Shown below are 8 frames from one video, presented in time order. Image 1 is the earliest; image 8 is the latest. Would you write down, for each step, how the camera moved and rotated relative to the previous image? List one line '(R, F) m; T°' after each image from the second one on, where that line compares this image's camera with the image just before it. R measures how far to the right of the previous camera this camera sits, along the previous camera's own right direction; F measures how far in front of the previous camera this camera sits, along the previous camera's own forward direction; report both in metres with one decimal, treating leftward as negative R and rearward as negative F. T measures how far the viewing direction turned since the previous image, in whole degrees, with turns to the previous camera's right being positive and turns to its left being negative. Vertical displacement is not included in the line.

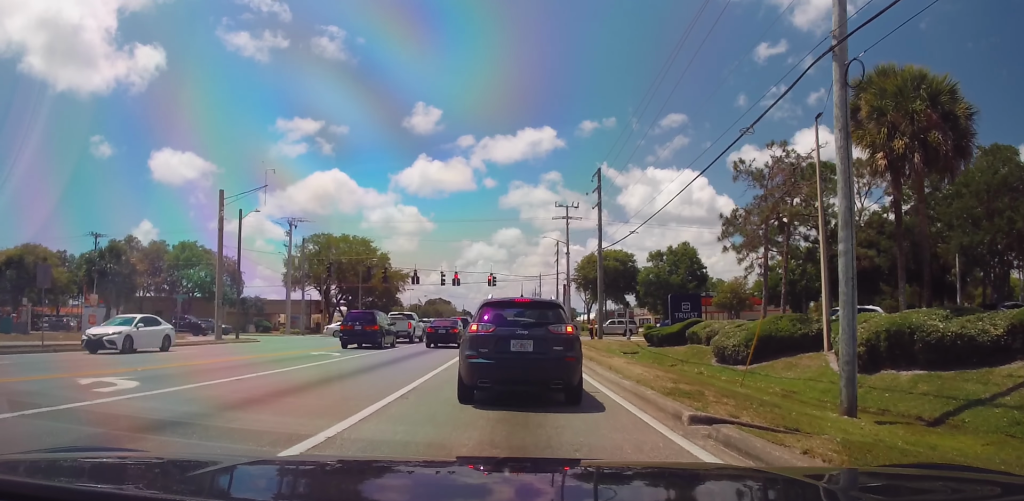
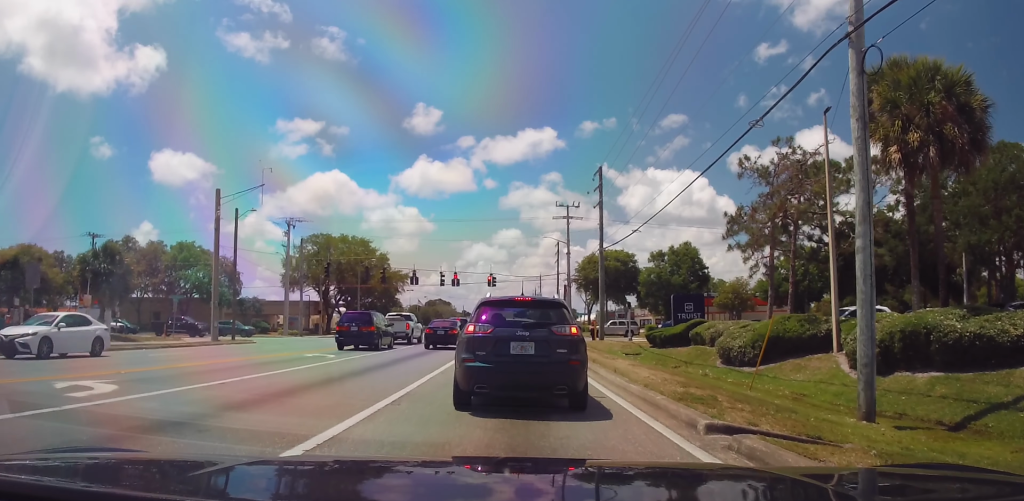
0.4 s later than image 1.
(+0.3, +1.2) m; +1°
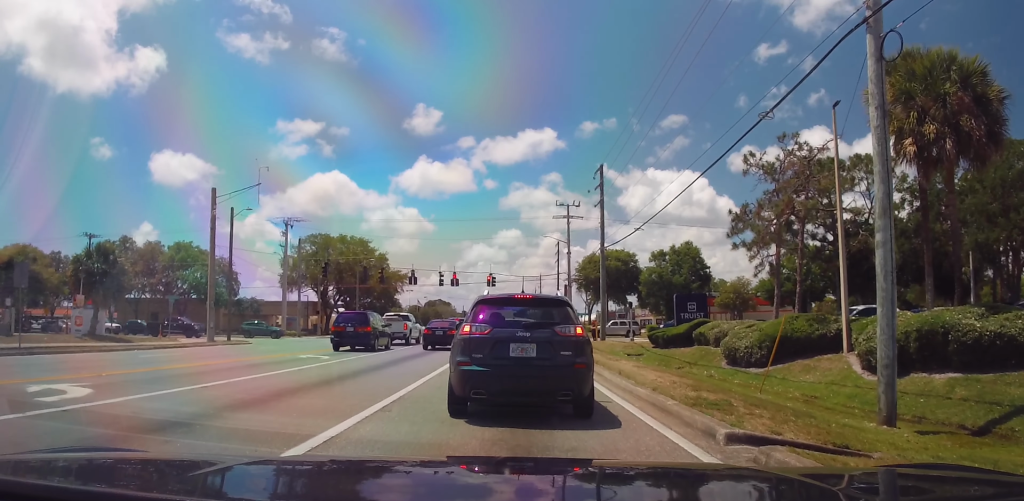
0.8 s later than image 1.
(+0.1, +1.0) m; 0°
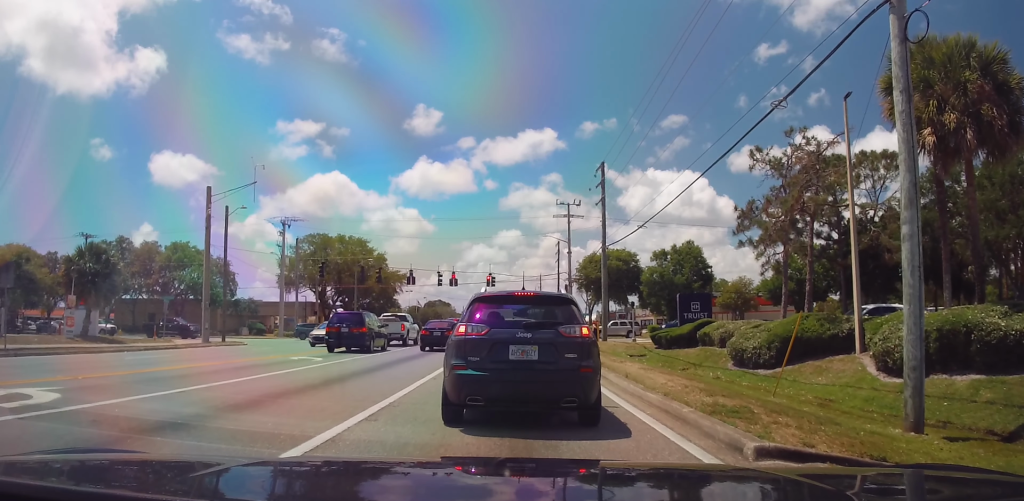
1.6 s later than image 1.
(-0.6, +1.0) m; 0°
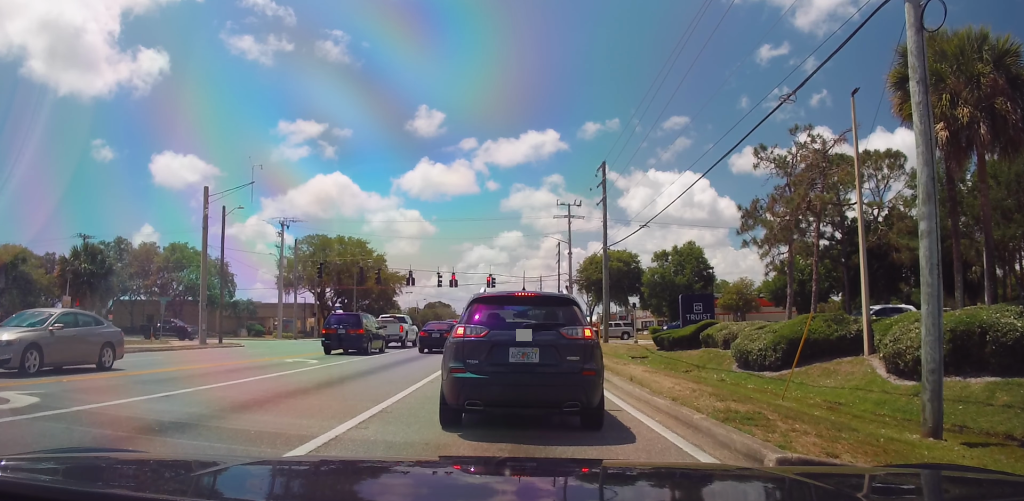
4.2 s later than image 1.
(-0.2, +0.1) m; 0°
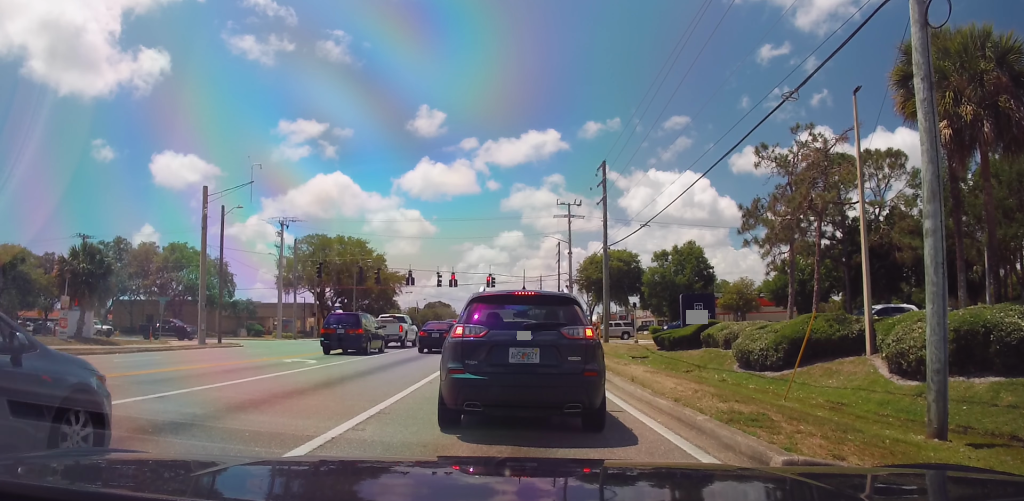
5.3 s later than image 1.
(0.0, 0.0) m; 0°
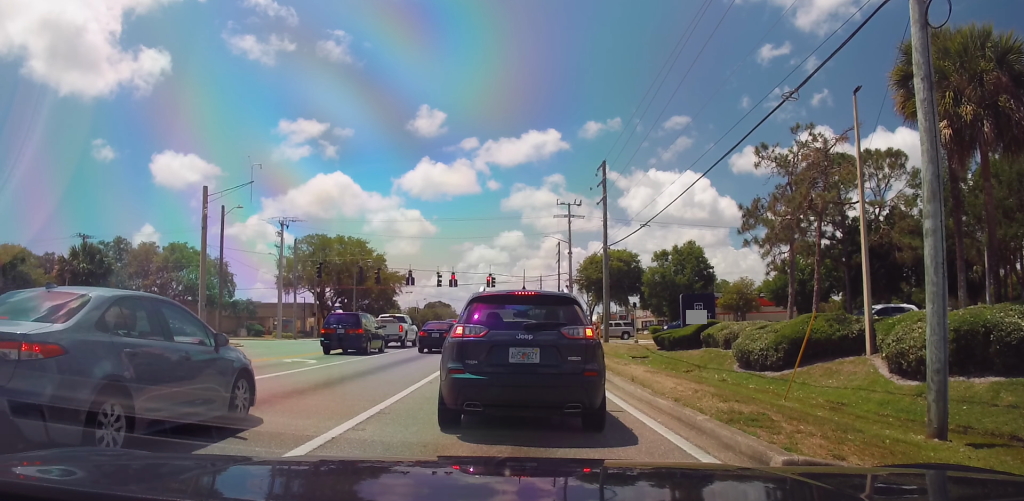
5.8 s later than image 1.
(0.0, 0.0) m; 0°
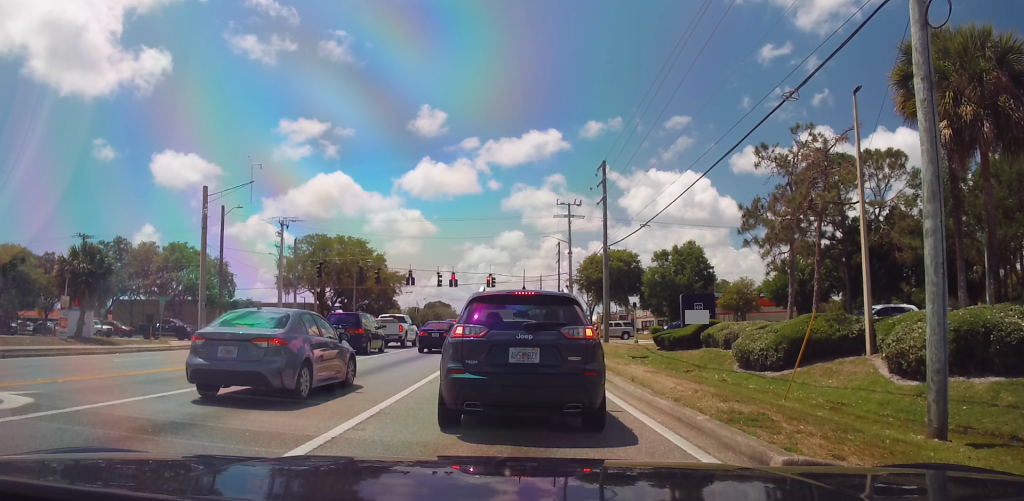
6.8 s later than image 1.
(0.0, 0.0) m; 0°
